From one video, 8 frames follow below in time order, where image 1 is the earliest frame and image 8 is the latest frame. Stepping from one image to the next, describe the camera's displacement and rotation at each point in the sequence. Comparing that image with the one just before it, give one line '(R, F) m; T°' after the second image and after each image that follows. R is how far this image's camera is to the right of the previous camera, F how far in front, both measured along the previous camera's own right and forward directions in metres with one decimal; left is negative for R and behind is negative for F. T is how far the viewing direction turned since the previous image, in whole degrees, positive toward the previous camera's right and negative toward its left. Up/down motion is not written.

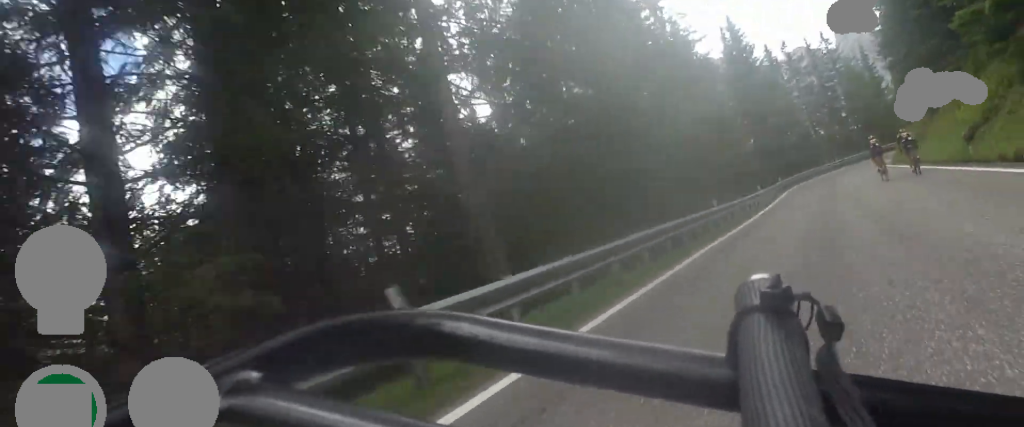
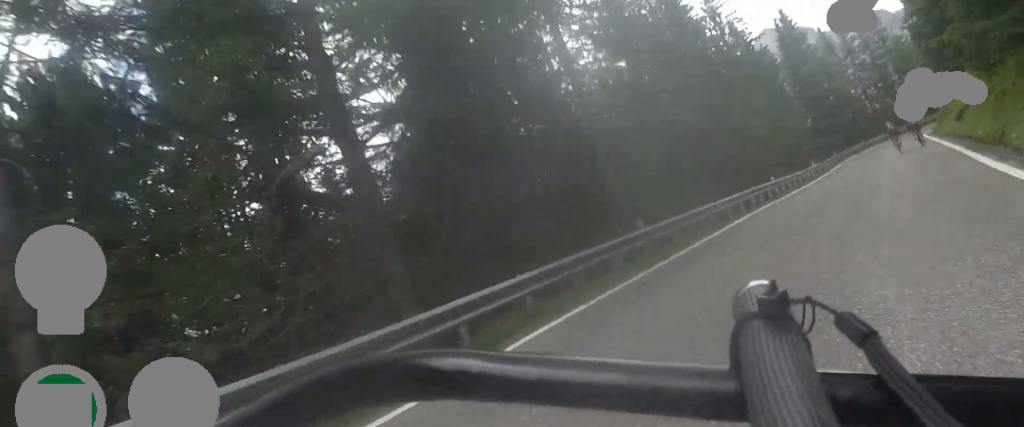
(+0.1, +9.3) m; -5°
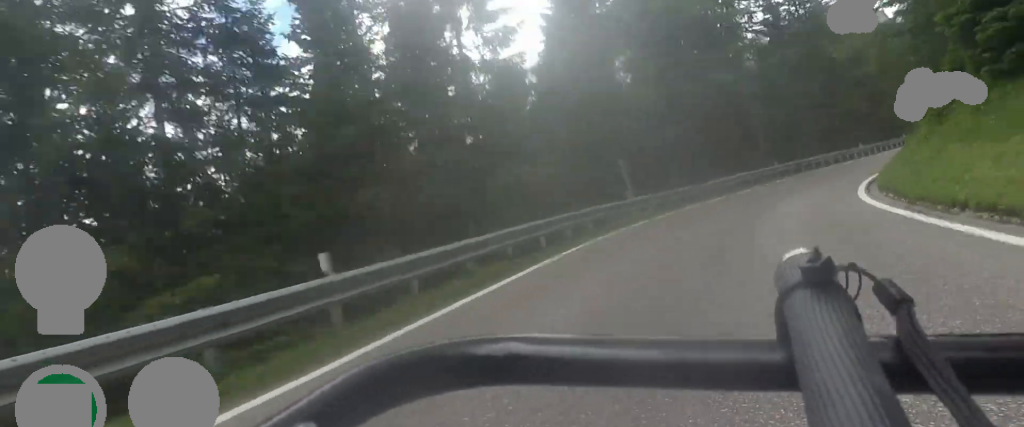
(-2.4, +20.5) m; -15°
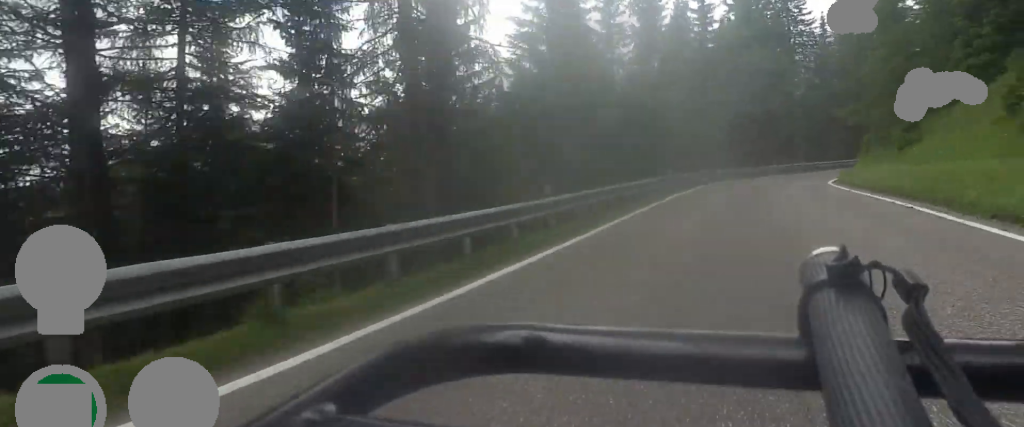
(-1.8, +21.4) m; -4°
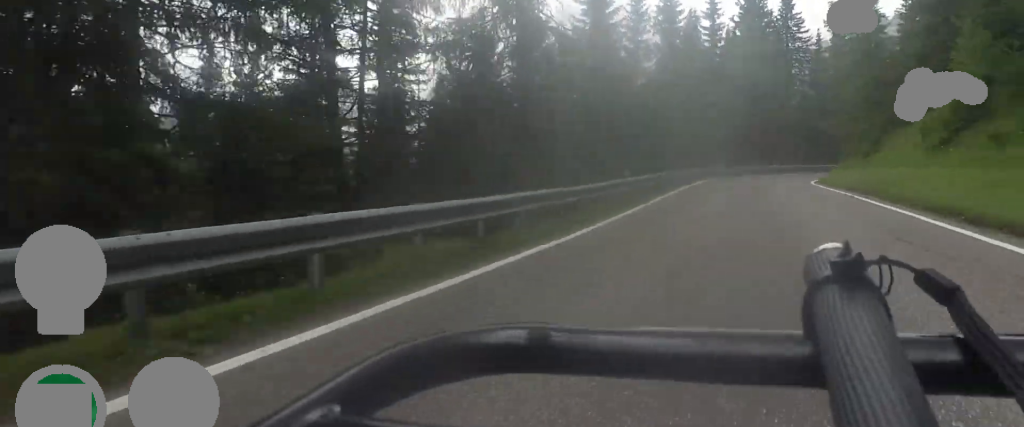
(+0.2, +7.4) m; 0°
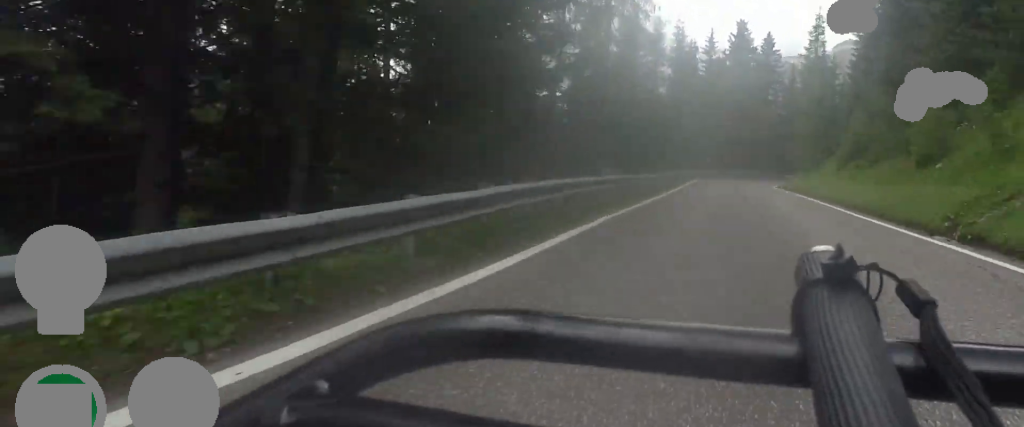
(+0.1, +15.2) m; +2°
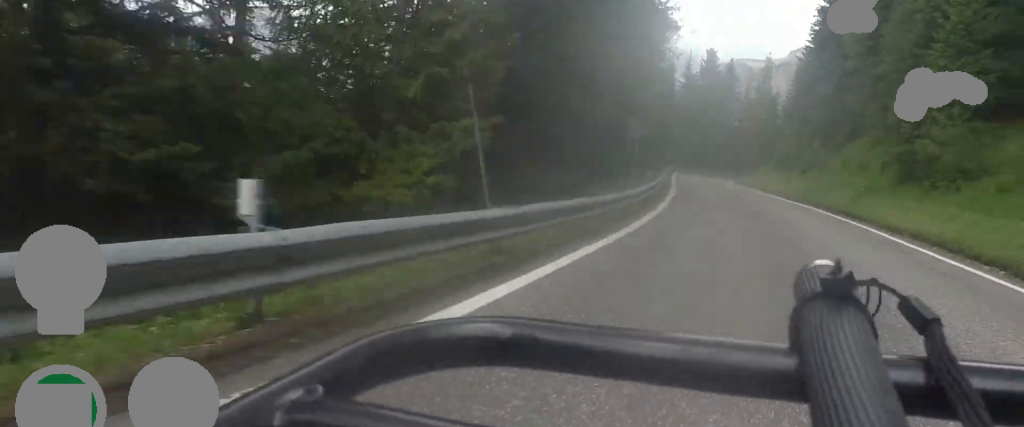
(+0.8, +22.1) m; +5°
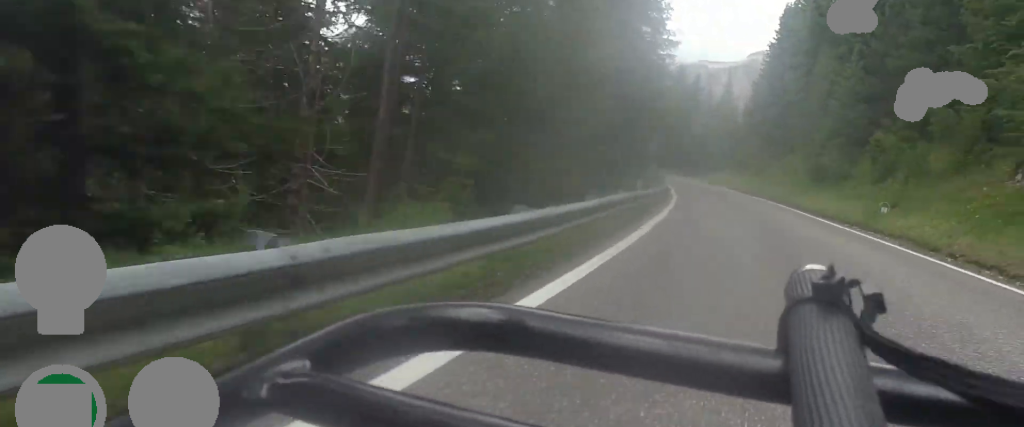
(+0.6, +15.1) m; +3°
